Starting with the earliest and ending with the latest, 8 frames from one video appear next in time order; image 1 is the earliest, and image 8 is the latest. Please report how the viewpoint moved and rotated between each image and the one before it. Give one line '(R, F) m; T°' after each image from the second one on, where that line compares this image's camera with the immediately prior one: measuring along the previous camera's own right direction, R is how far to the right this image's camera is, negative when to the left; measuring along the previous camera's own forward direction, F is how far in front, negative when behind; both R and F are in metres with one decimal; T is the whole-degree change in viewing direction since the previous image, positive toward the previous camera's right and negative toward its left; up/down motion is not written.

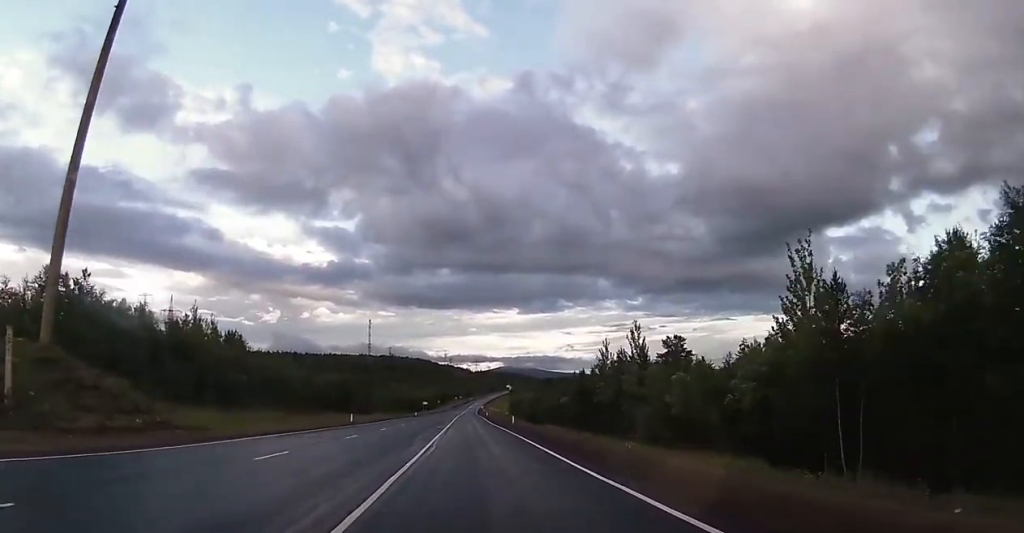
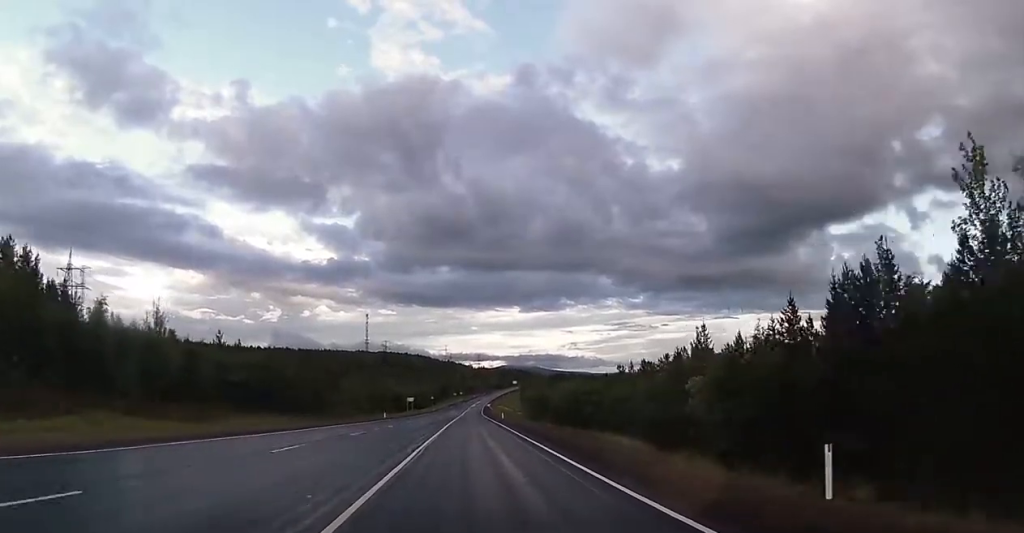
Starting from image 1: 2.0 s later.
(-0.4, +57.8) m; 0°
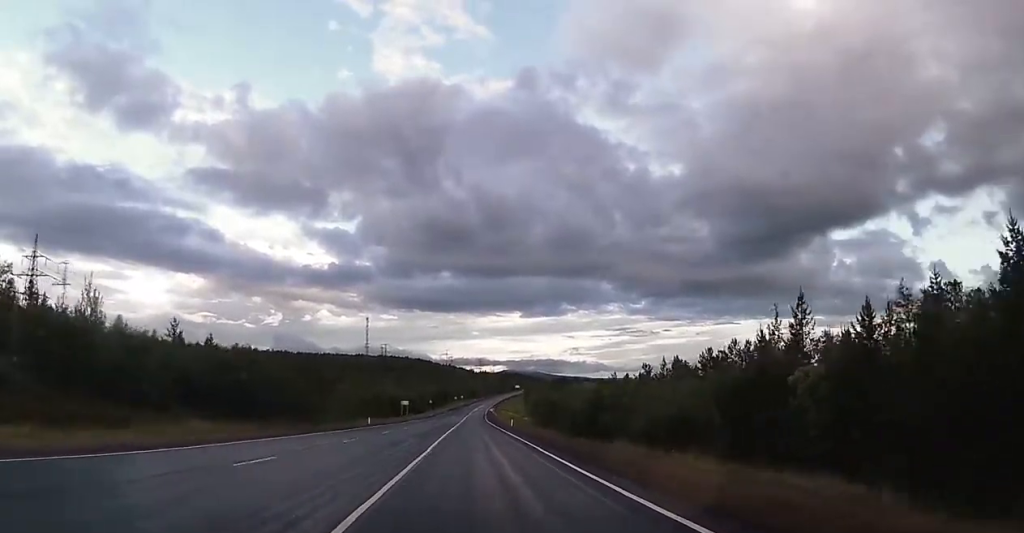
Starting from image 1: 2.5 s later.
(+0.1, +14.8) m; 0°
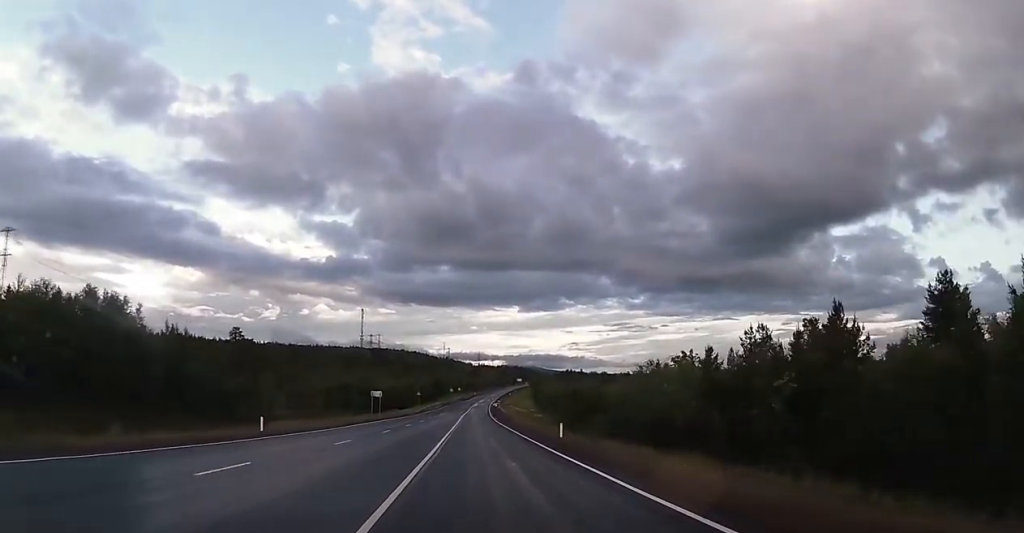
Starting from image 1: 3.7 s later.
(0.0, +38.1) m; 0°
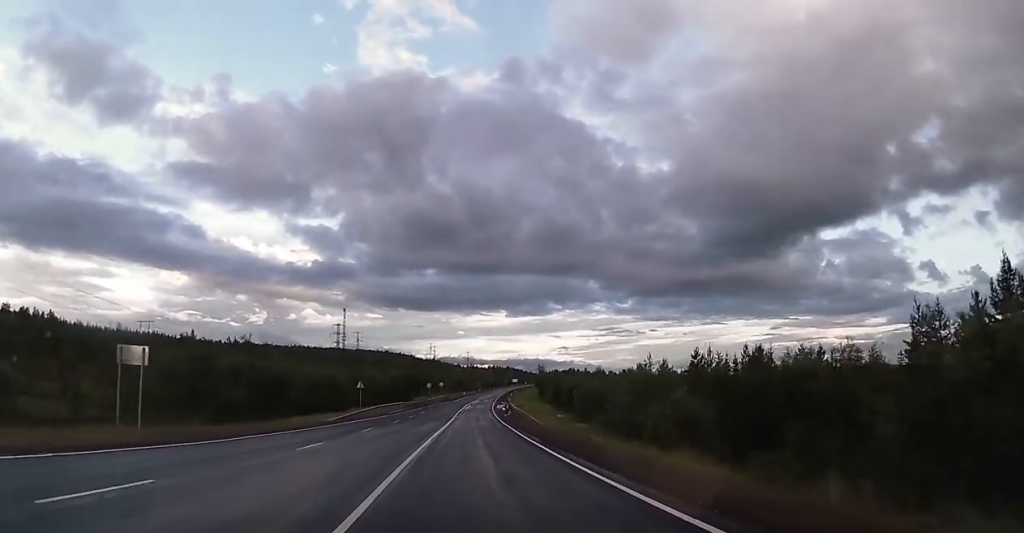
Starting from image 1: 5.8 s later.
(+0.2, +64.4) m; 0°
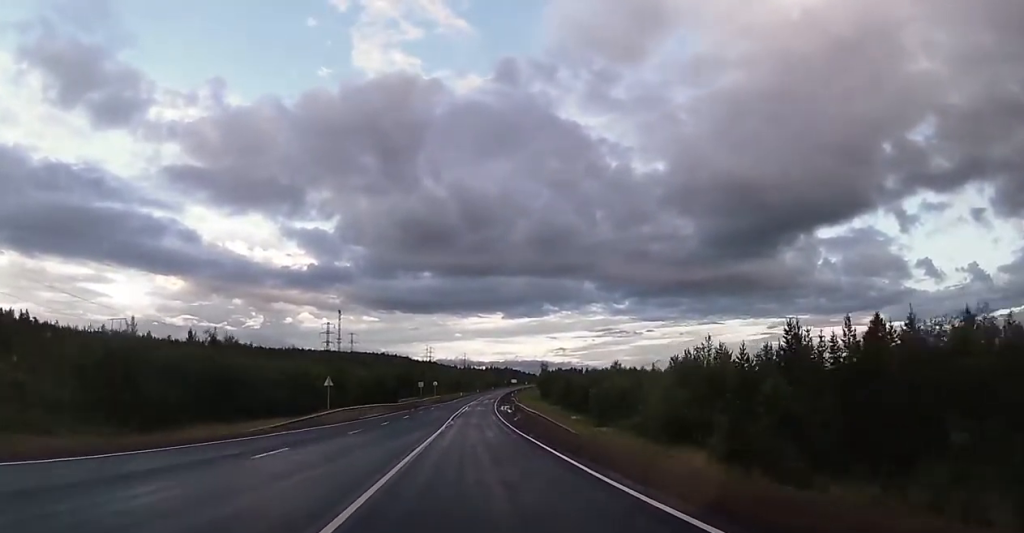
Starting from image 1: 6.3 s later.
(-0.2, +15.5) m; 0°
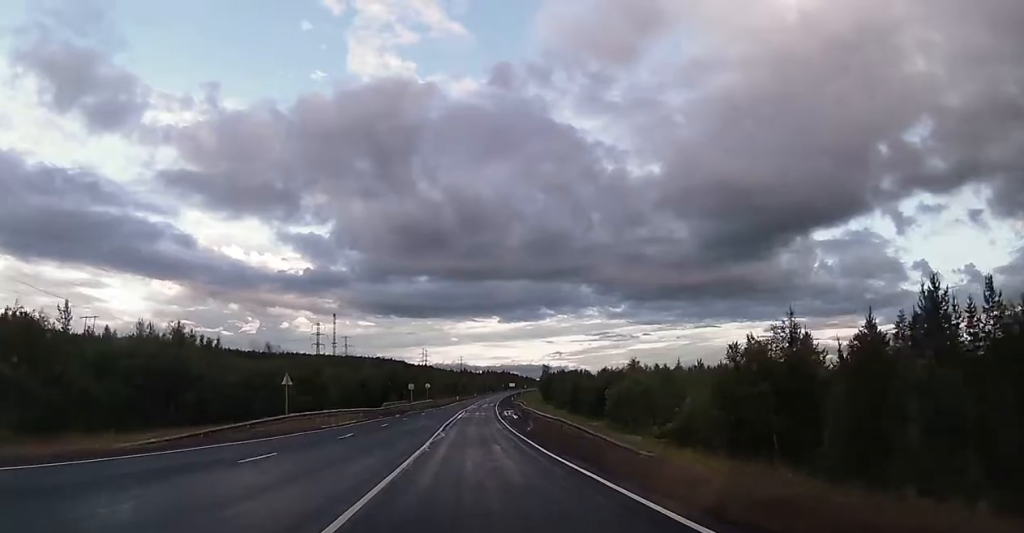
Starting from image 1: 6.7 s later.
(+0.1, +12.5) m; 0°
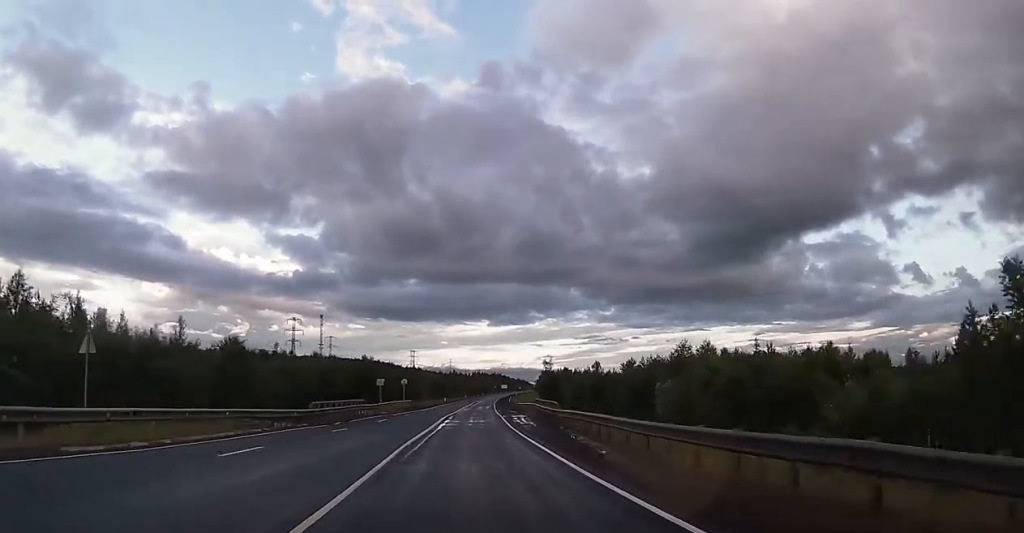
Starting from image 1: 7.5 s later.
(+0.3, +24.1) m; +1°
